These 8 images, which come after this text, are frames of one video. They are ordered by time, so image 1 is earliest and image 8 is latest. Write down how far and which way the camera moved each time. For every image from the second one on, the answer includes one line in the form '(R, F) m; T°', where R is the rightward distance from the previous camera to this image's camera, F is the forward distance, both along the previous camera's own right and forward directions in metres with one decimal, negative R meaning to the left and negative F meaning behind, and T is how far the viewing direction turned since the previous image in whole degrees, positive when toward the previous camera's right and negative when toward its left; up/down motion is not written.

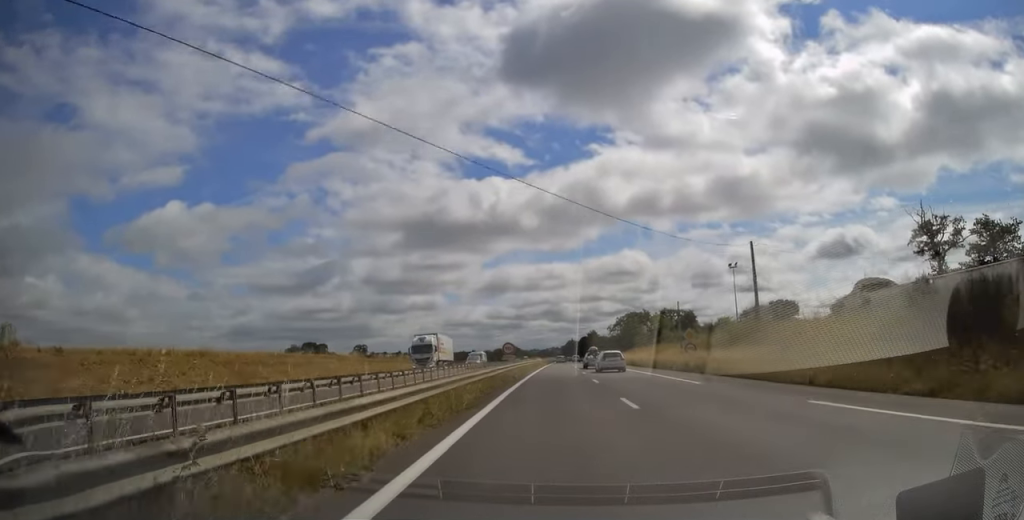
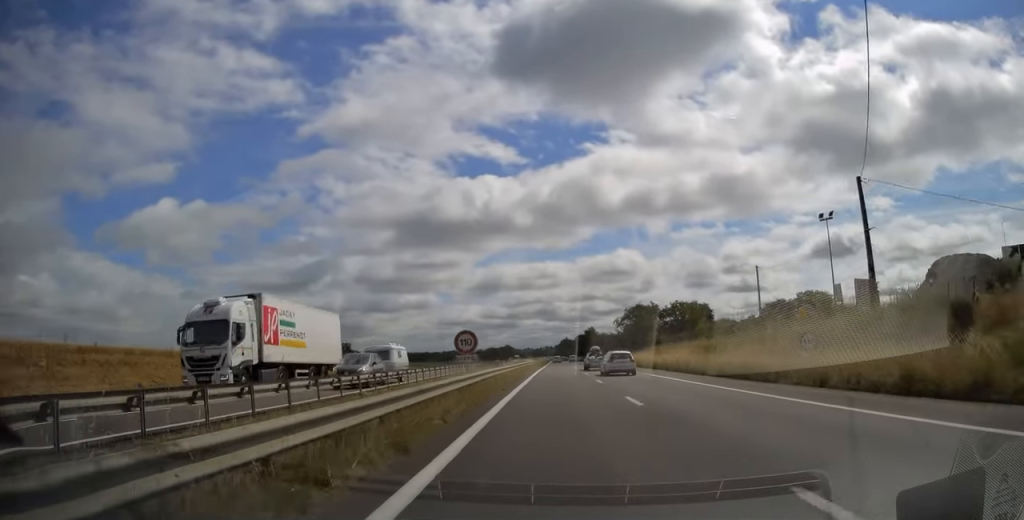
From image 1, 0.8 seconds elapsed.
(+0.7, +23.8) m; +1°
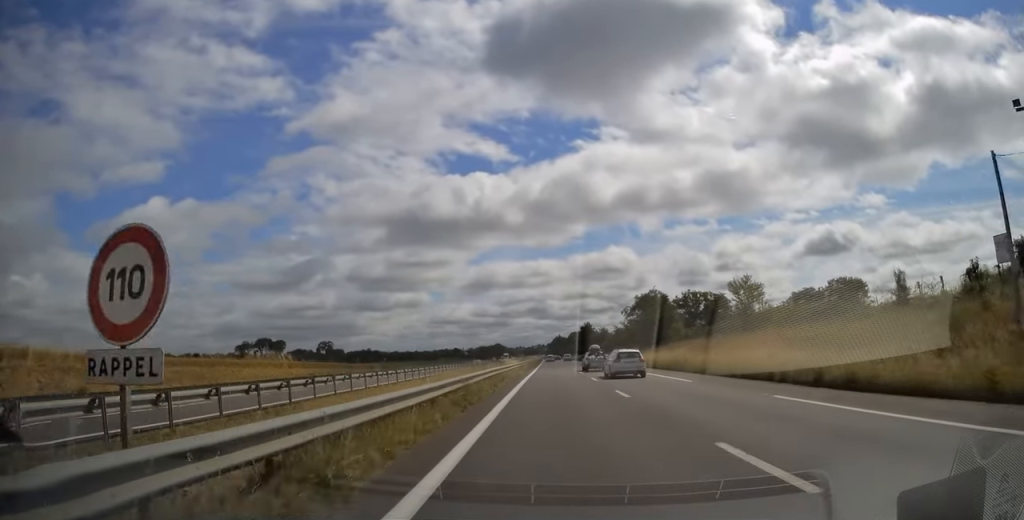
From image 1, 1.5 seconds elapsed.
(-0.2, +21.9) m; 0°
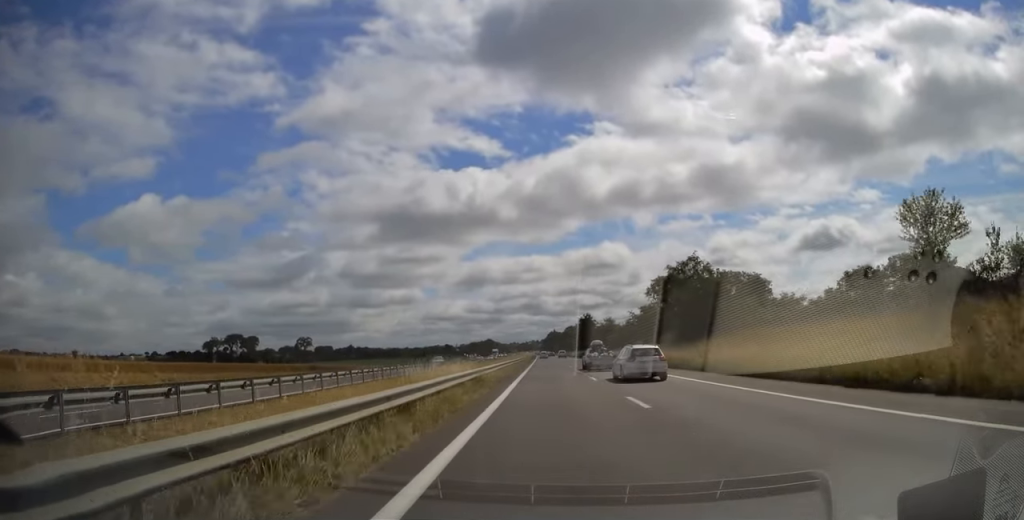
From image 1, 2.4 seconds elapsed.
(-0.1, +27.7) m; +1°
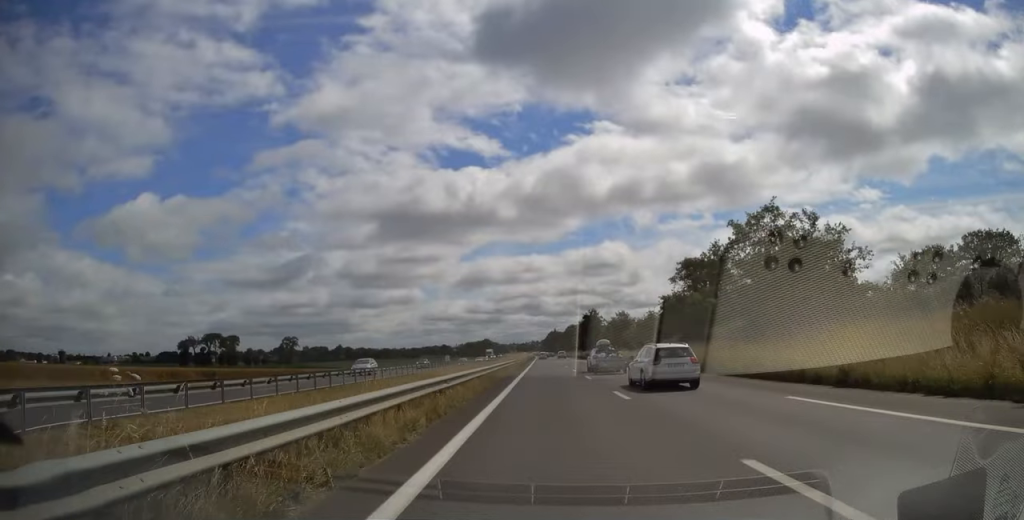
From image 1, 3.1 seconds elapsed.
(+0.1, +22.2) m; +1°
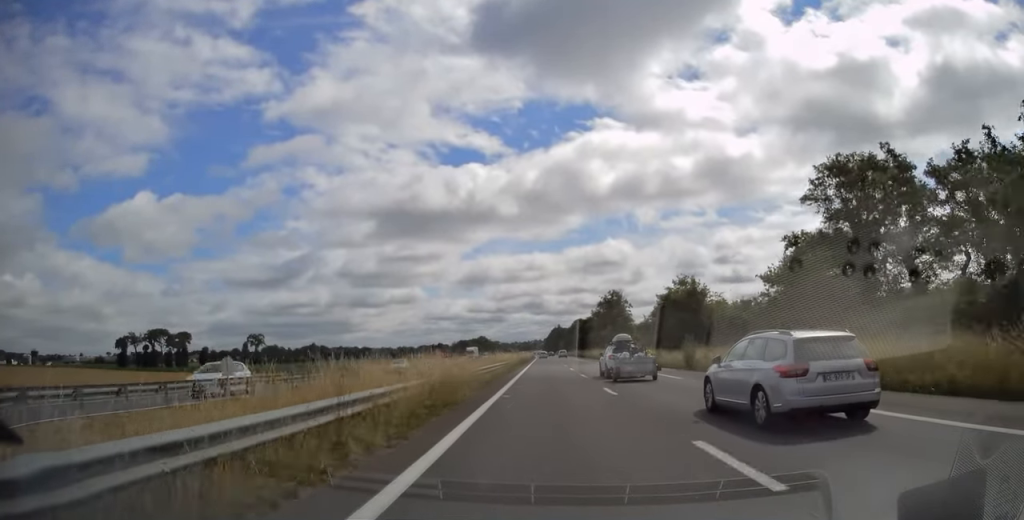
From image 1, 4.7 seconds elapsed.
(+0.5, +48.4) m; +1°
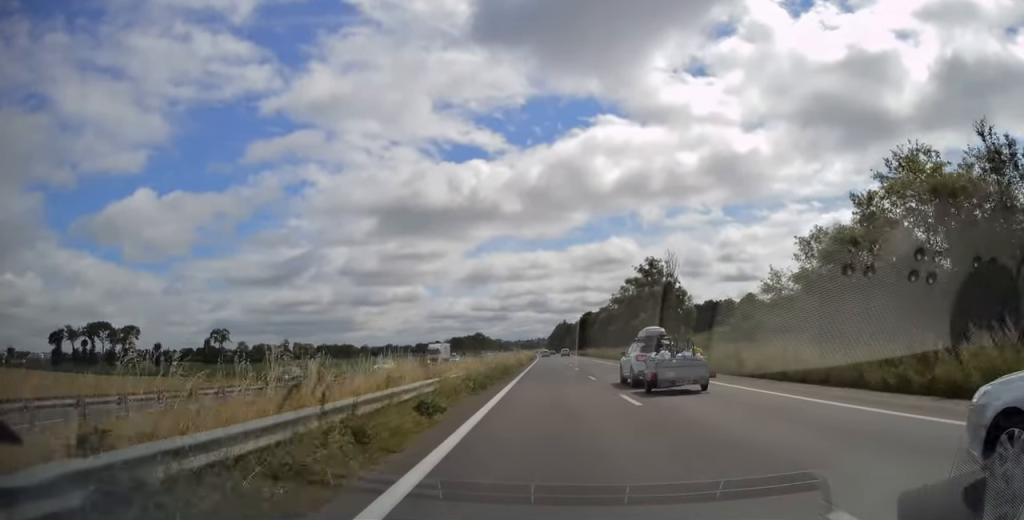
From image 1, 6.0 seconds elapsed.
(-0.2, +41.1) m; -1°
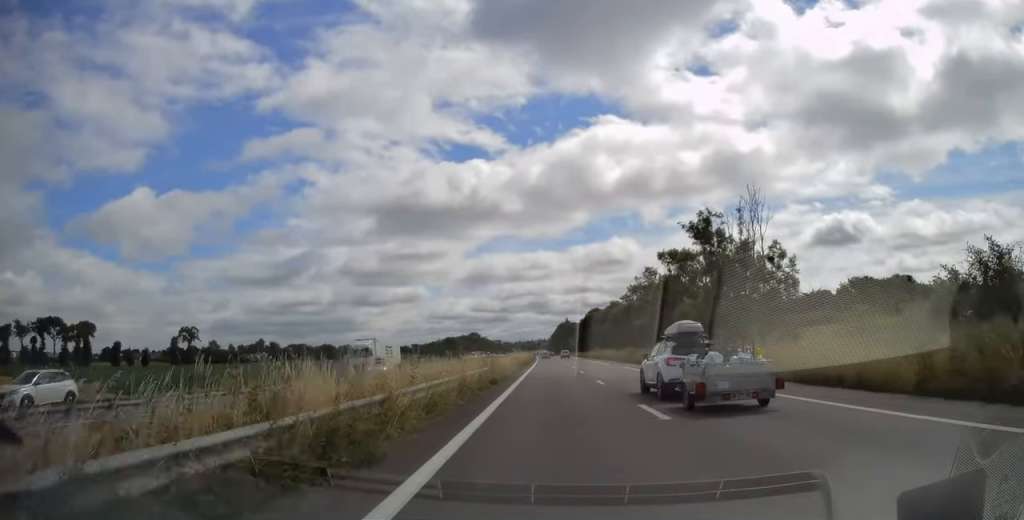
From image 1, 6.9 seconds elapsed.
(-0.3, +27.7) m; -1°
